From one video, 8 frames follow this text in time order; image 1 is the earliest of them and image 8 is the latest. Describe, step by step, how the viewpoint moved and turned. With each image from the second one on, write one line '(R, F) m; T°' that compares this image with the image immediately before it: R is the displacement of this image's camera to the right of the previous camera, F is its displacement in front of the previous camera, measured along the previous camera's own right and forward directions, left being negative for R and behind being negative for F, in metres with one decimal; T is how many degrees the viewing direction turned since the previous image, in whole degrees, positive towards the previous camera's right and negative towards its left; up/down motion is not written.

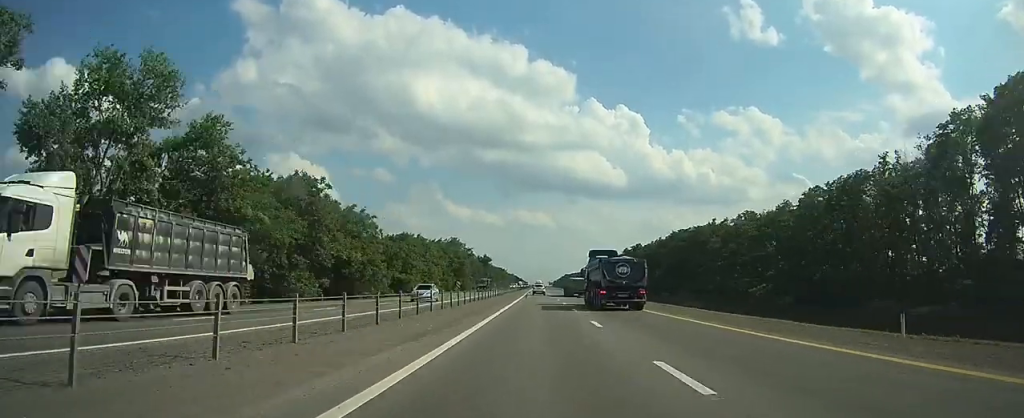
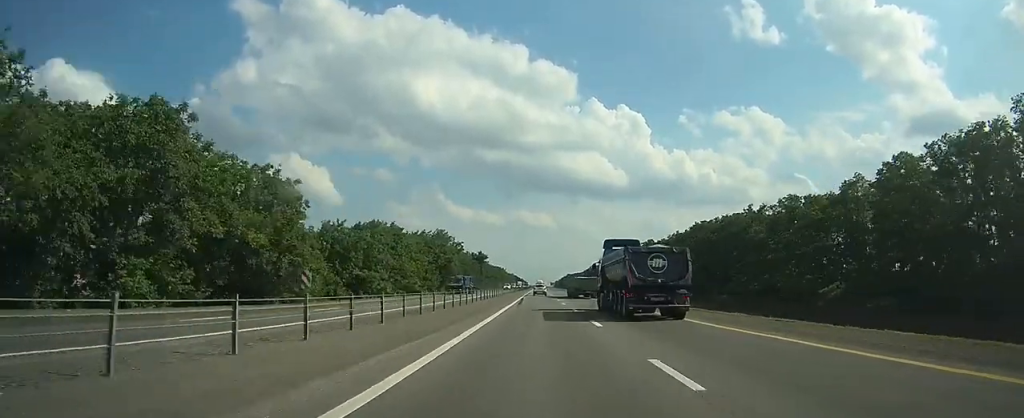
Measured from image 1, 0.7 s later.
(0.0, +23.4) m; 0°
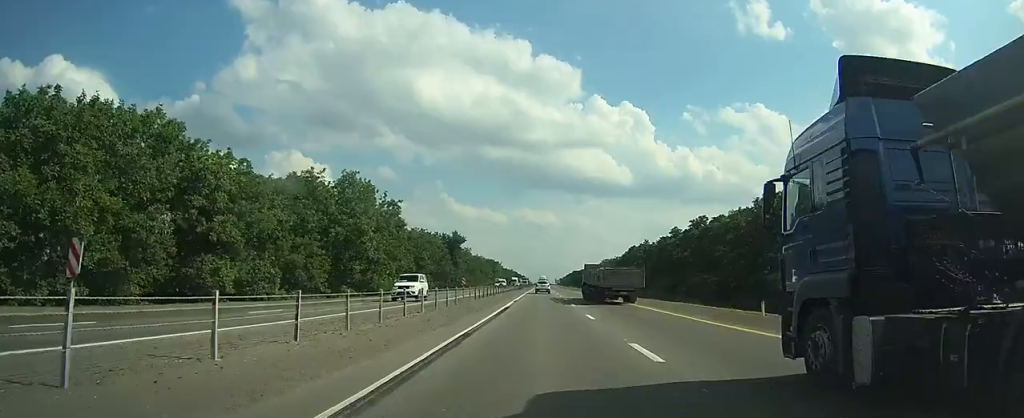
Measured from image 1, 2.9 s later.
(-0.2, +67.5) m; 0°
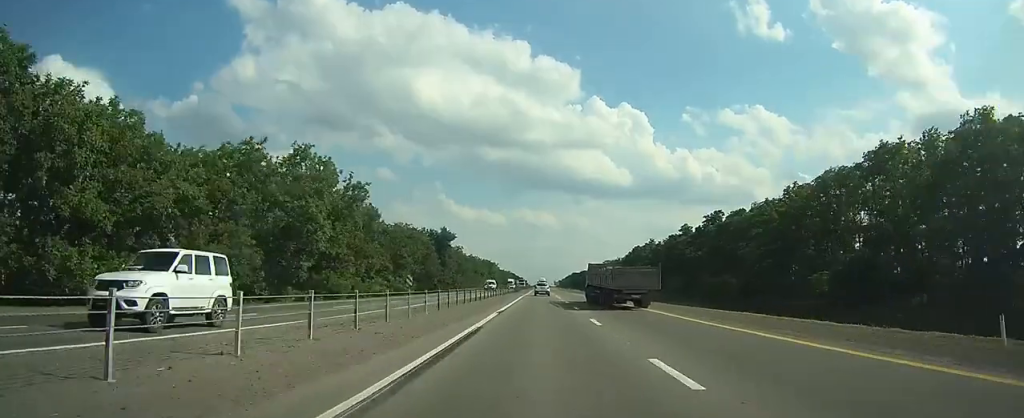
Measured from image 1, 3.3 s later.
(0.0, +14.6) m; 0°
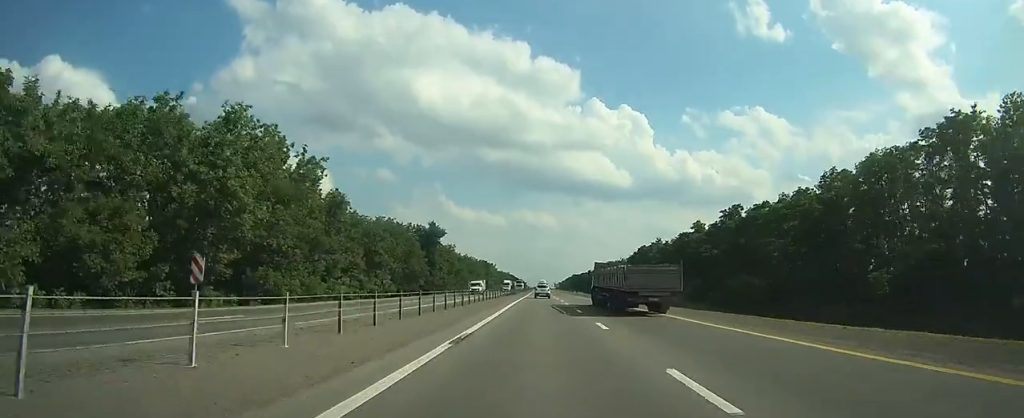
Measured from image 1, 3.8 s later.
(0.0, +13.5) m; 0°
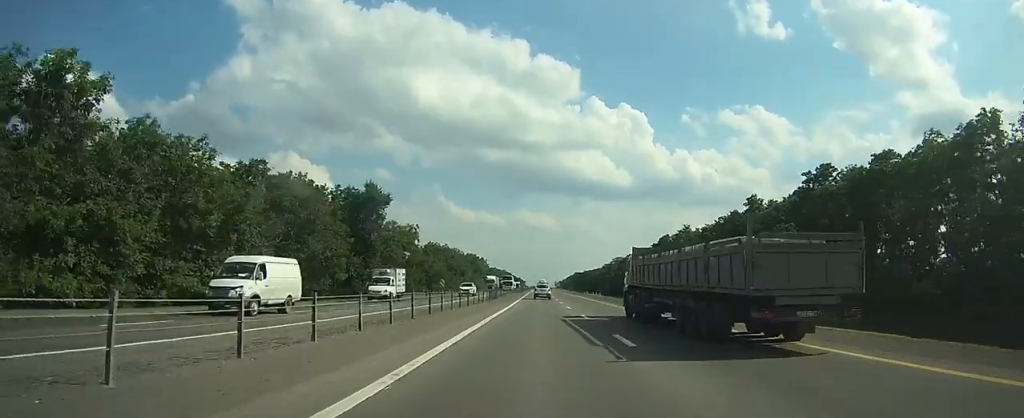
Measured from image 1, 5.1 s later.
(0.0, +41.2) m; 0°
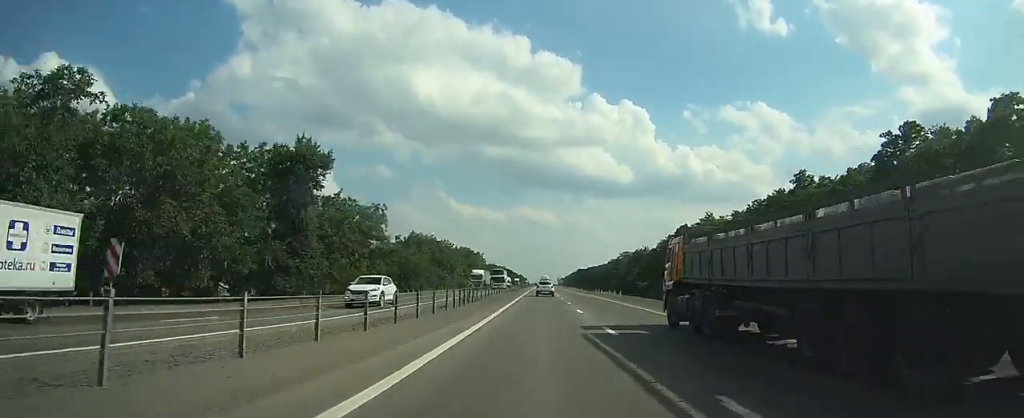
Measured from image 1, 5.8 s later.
(0.0, +21.4) m; 0°
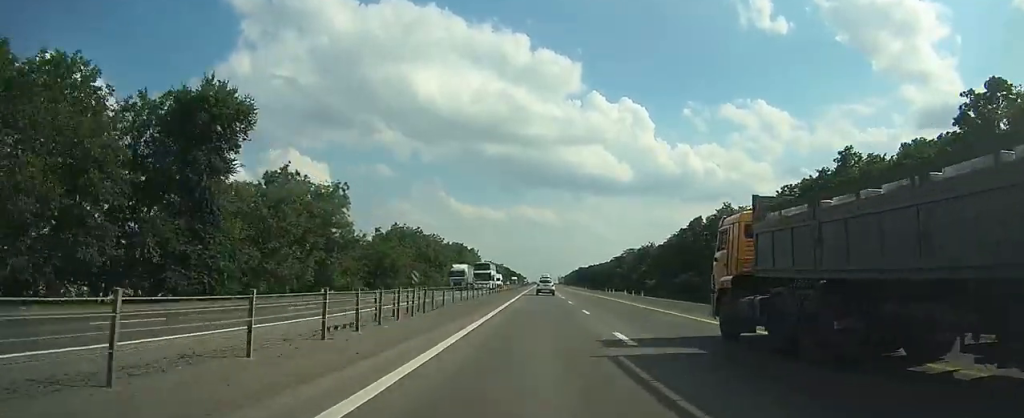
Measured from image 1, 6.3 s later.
(0.0, +15.2) m; 0°
